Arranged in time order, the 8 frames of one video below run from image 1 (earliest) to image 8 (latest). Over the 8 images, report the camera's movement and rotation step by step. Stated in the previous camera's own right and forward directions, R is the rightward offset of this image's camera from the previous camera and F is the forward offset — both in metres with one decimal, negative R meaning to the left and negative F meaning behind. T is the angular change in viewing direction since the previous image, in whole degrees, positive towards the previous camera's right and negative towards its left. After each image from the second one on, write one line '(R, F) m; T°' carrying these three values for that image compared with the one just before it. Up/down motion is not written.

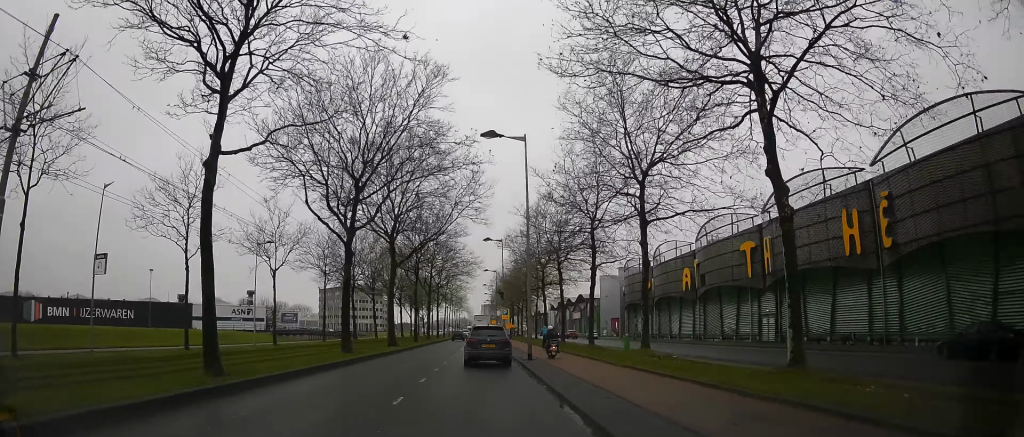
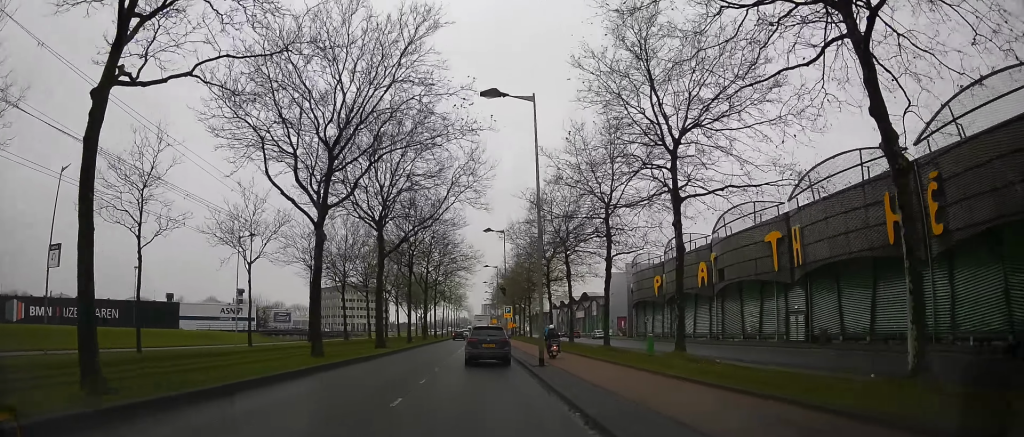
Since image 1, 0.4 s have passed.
(0.0, +4.0) m; 0°
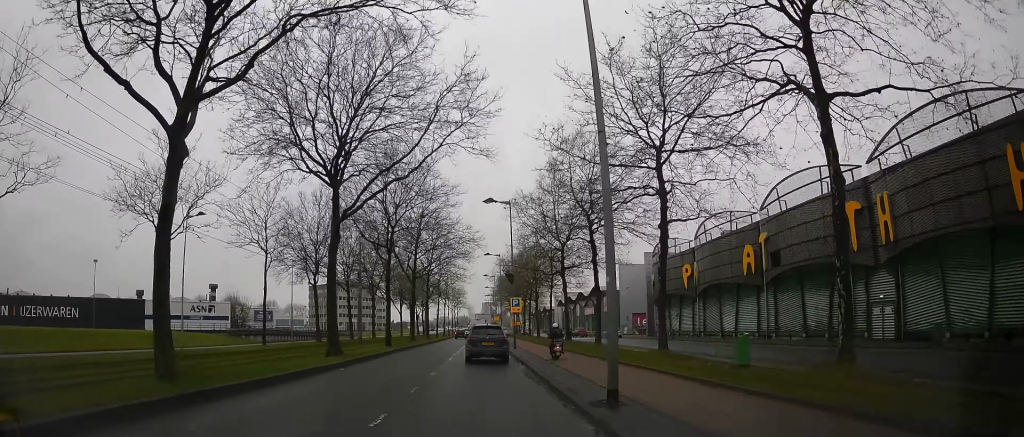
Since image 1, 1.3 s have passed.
(0.0, +9.2) m; 0°
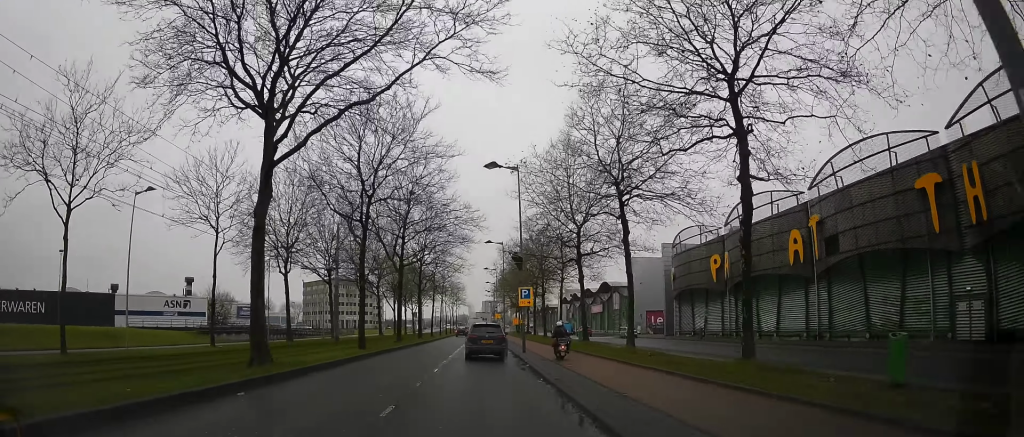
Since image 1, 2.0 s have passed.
(0.0, +6.9) m; 0°
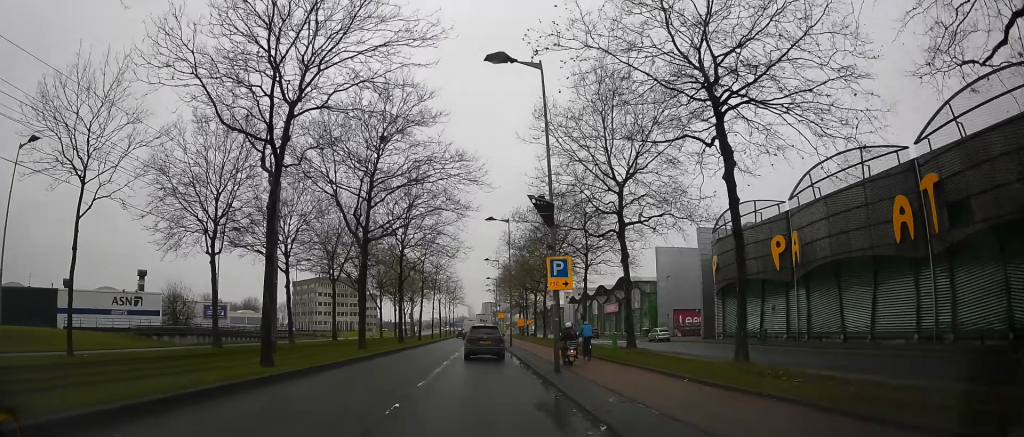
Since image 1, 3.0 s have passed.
(0.0, +11.2) m; 0°
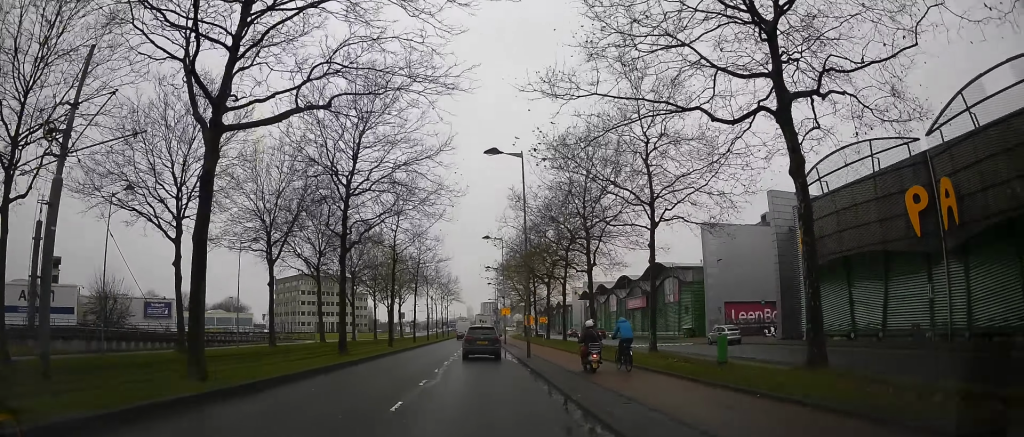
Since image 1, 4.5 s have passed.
(0.0, +15.2) m; 0°
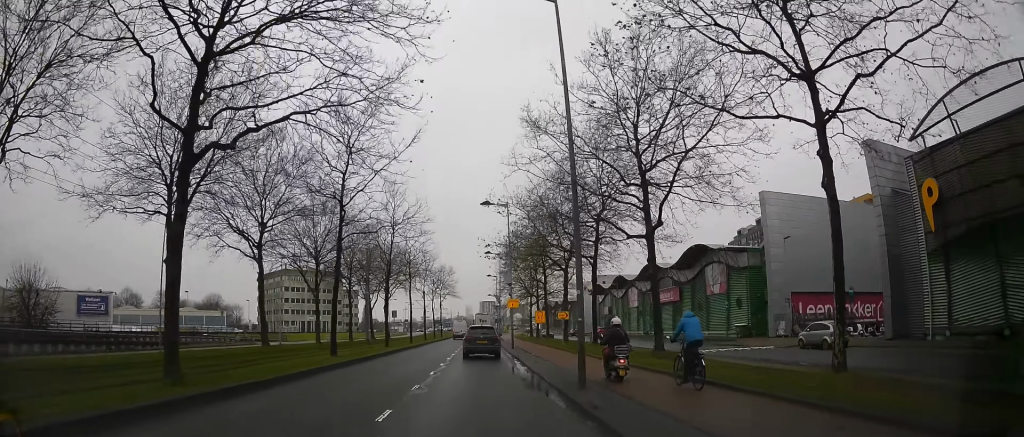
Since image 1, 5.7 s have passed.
(0.0, +12.9) m; 0°
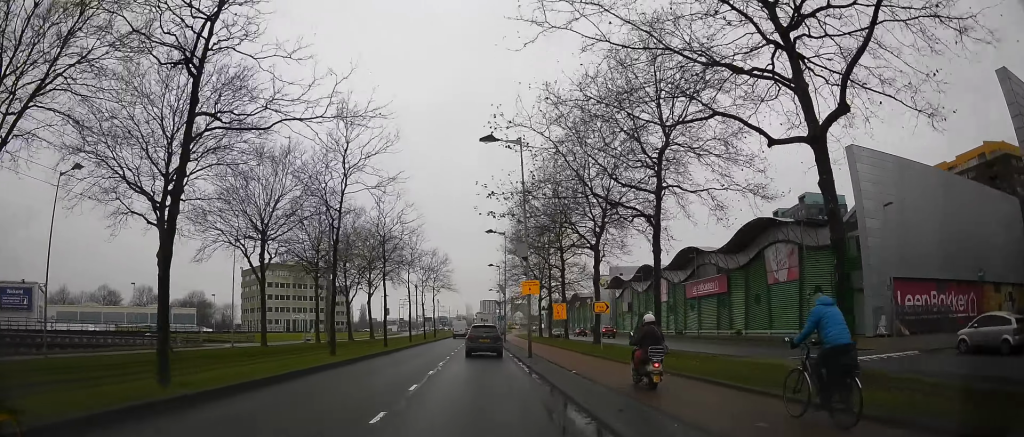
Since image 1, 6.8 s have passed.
(0.0, +12.2) m; 0°
